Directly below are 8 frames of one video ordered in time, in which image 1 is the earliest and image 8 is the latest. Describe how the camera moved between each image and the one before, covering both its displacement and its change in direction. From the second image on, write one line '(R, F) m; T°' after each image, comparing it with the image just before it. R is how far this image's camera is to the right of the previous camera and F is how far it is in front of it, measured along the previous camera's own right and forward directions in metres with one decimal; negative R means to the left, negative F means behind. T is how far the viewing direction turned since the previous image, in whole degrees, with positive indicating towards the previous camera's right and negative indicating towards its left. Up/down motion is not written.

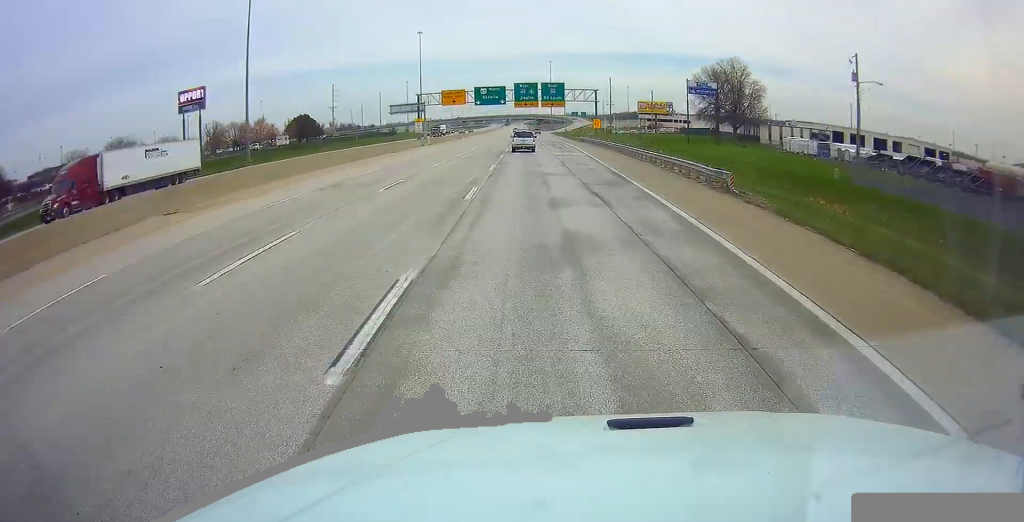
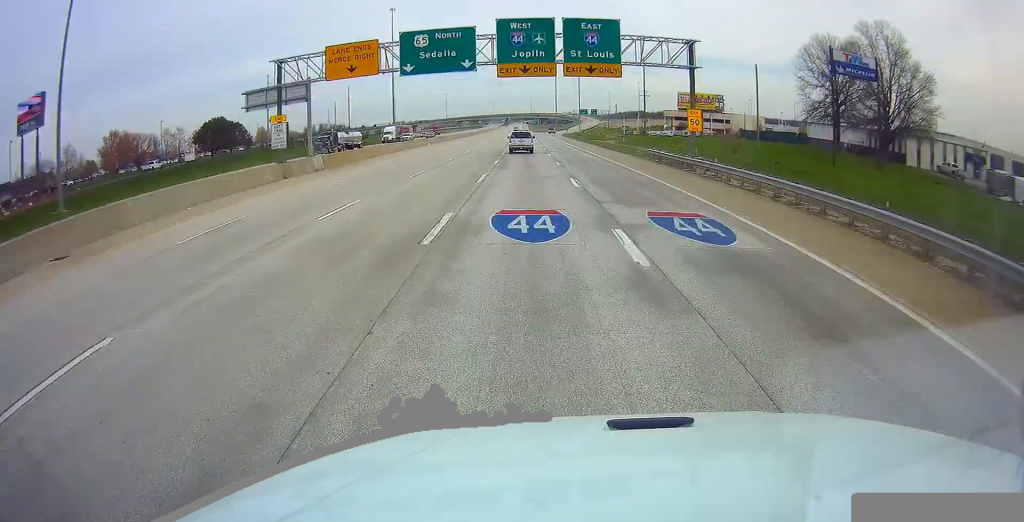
(-0.1, +53.9) m; 0°
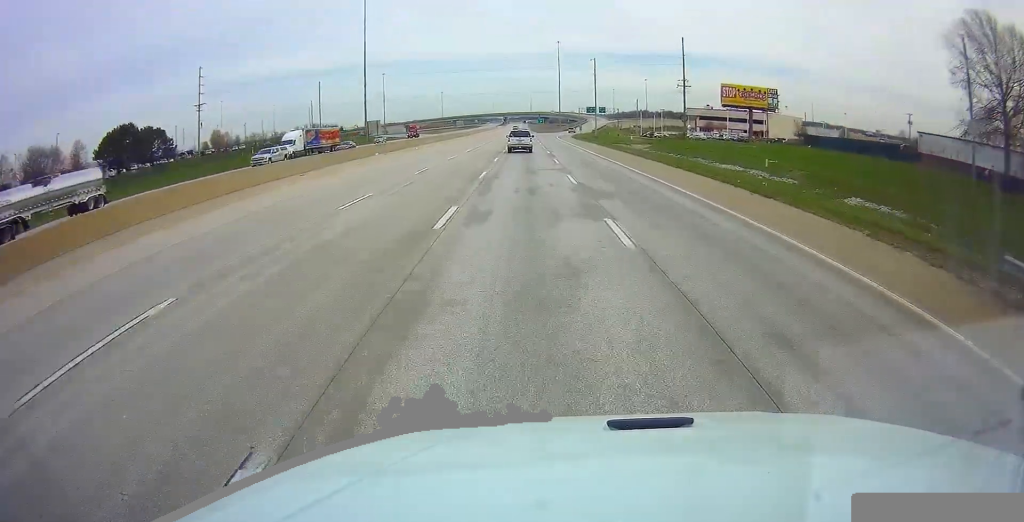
(-0.5, +35.0) m; 0°
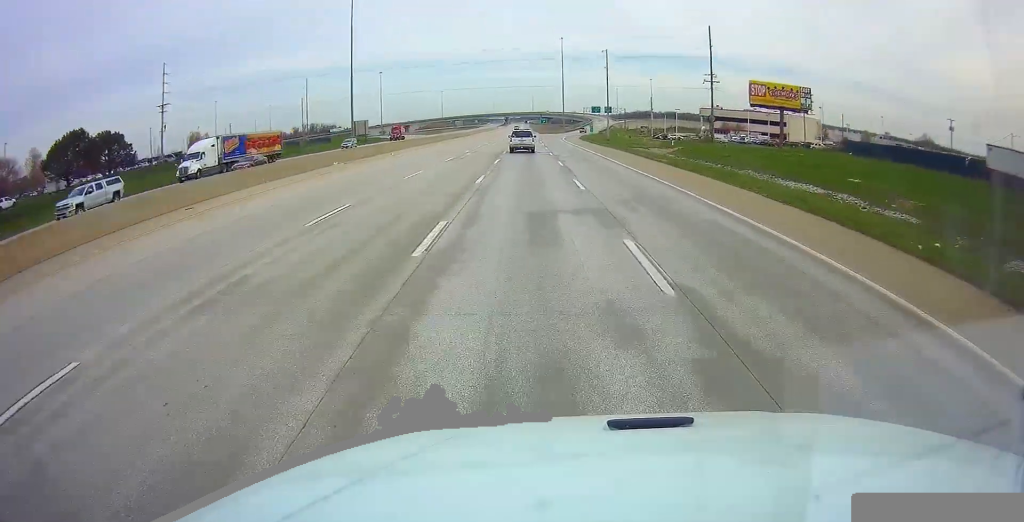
(+0.4, +14.6) m; 0°
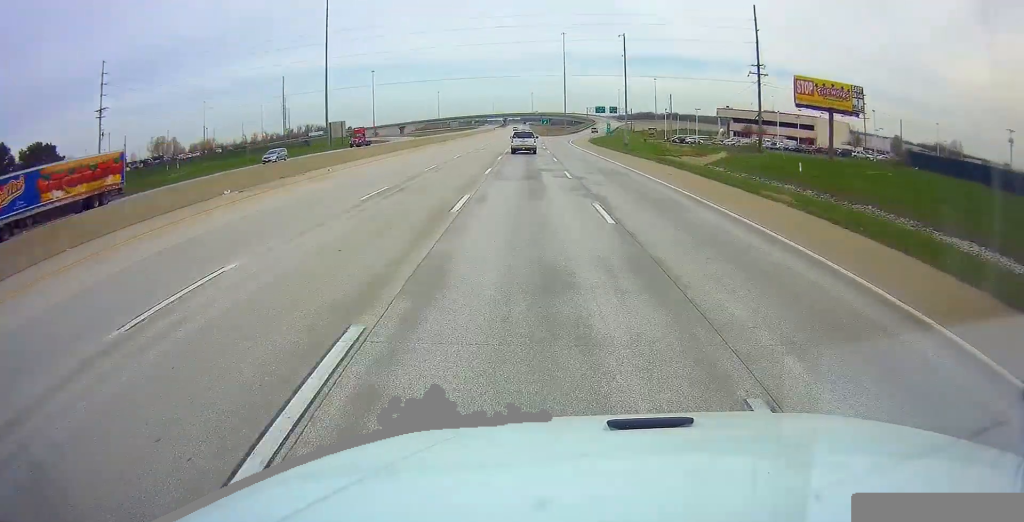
(0.0, +19.0) m; 0°
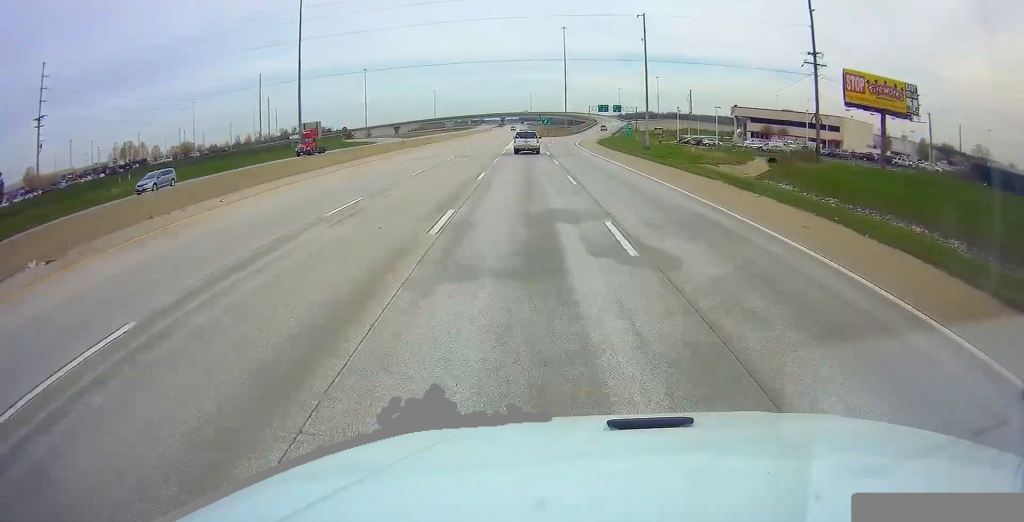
(-0.4, +15.2) m; 0°
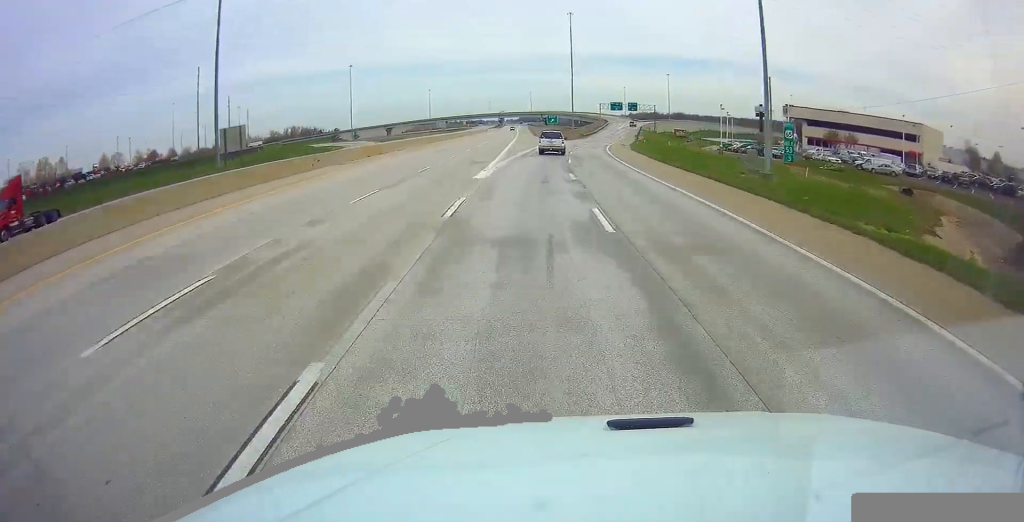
(+1.1, +33.6) m; +4°
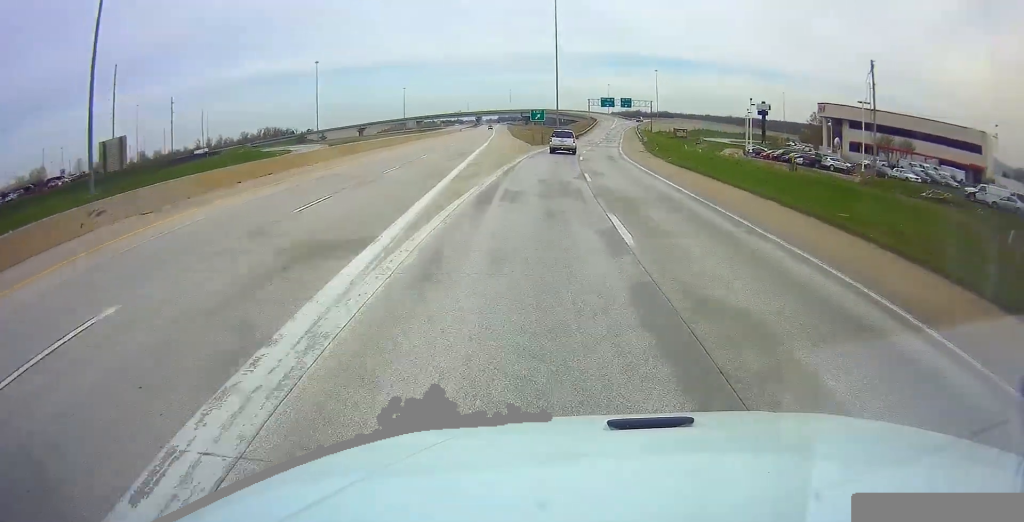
(+0.7, +25.6) m; +3°
